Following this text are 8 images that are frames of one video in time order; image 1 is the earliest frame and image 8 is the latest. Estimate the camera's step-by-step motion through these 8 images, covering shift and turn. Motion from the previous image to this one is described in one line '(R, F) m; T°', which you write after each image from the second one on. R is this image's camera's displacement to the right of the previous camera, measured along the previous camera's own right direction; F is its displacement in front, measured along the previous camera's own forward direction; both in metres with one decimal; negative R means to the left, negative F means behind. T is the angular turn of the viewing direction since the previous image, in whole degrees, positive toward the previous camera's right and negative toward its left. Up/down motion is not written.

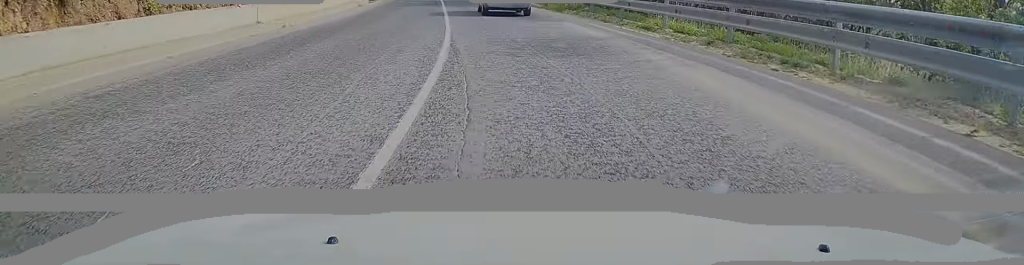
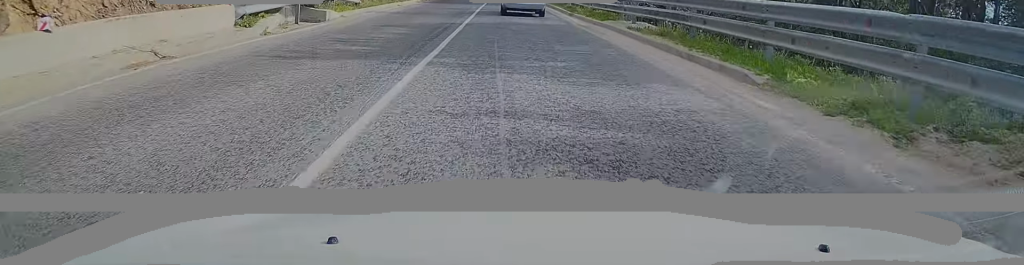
(-1.2, +23.5) m; -5°
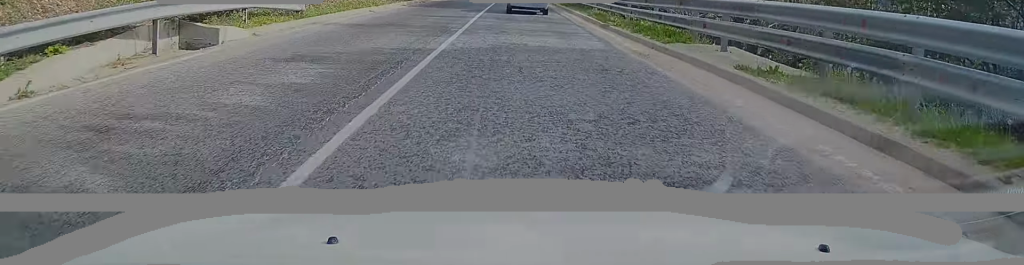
(-0.2, +8.5) m; -1°
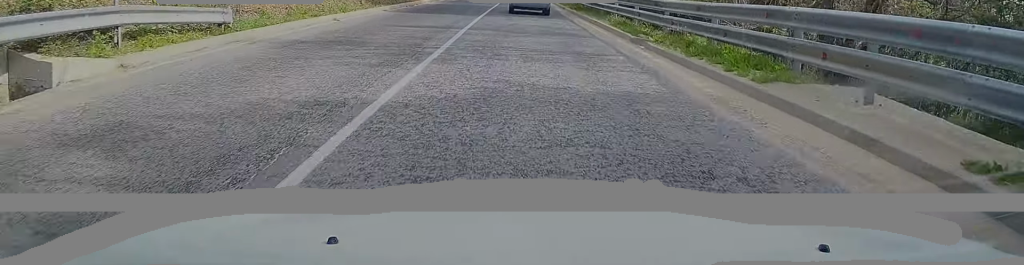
(-0.1, +5.4) m; 0°
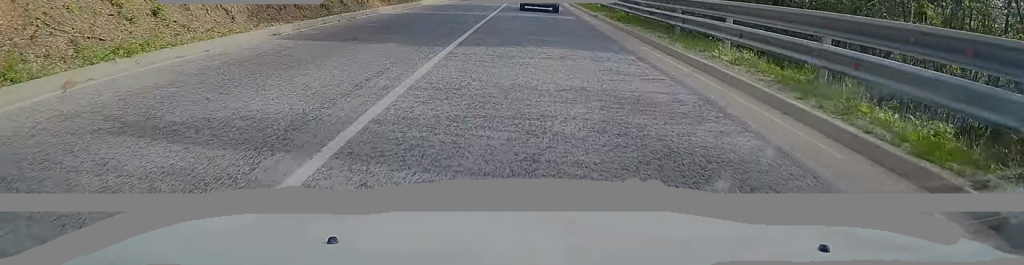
(-0.1, +13.2) m; 0°
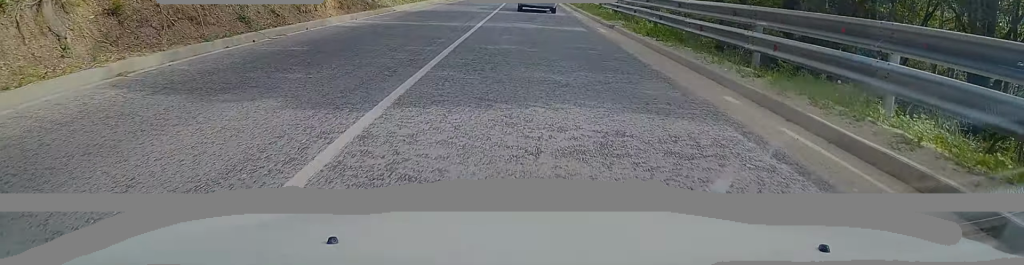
(0.0, +5.9) m; 0°
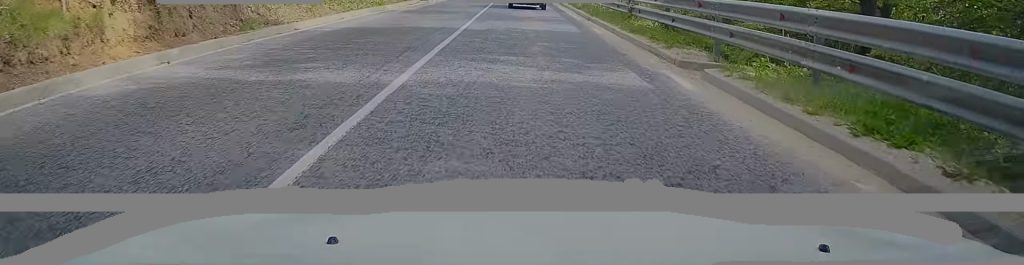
(+0.1, +10.8) m; 0°
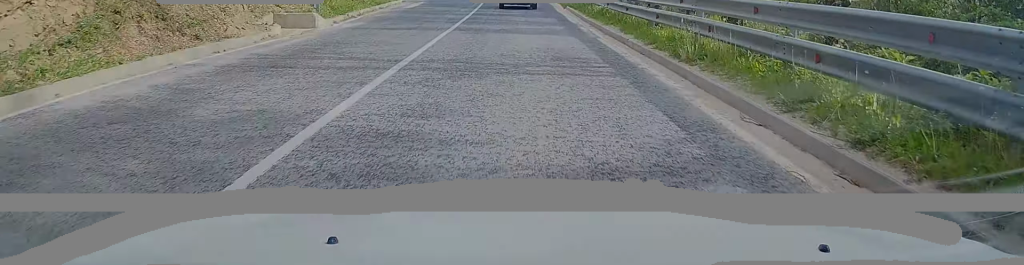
(-0.3, +19.9) m; 0°
